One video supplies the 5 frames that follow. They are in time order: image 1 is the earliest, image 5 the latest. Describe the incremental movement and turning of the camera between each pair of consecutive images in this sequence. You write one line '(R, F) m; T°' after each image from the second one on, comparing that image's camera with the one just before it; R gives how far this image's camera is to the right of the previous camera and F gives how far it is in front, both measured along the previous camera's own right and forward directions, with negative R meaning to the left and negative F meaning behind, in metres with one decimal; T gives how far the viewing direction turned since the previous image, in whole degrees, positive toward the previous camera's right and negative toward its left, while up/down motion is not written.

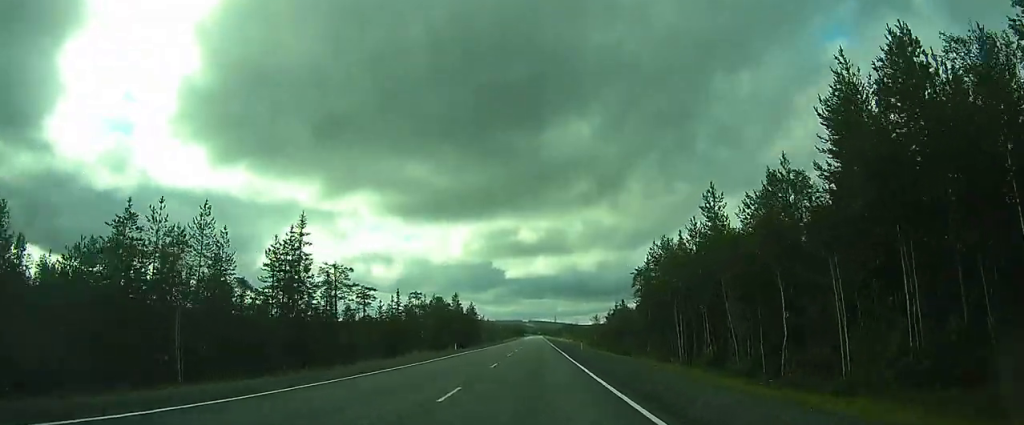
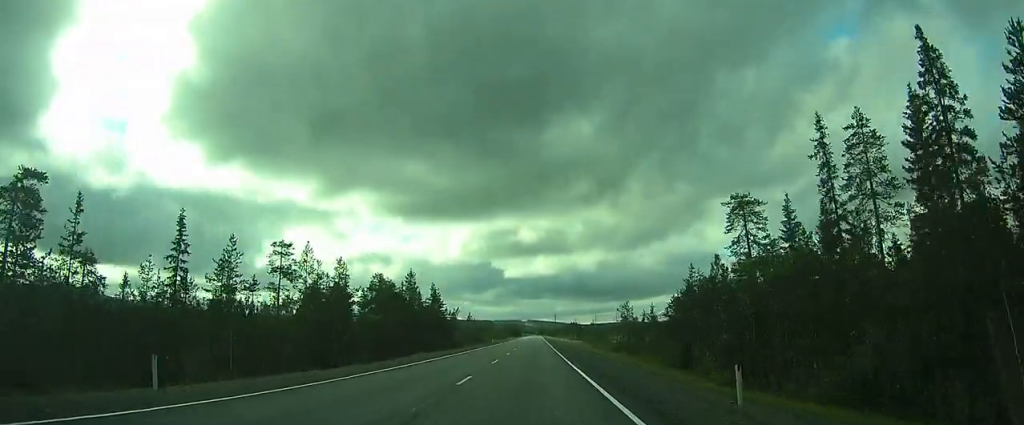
(0.0, +45.8) m; -1°
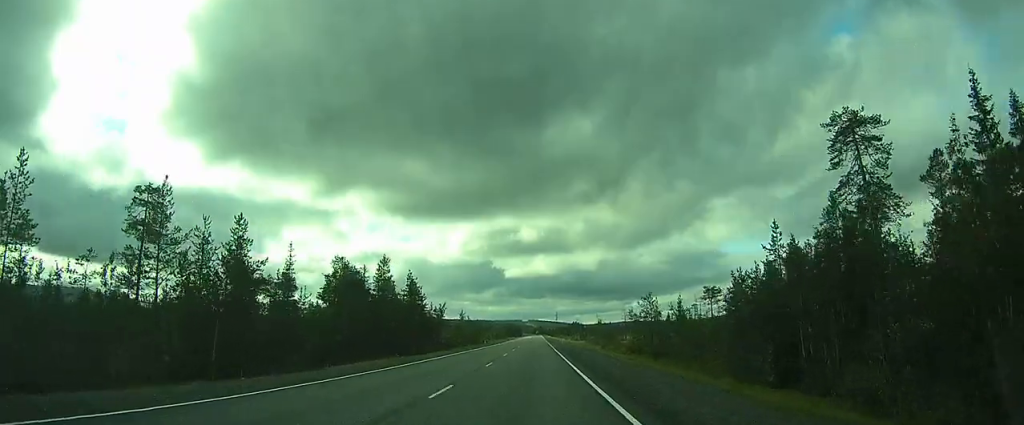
(-0.1, +15.9) m; -1°
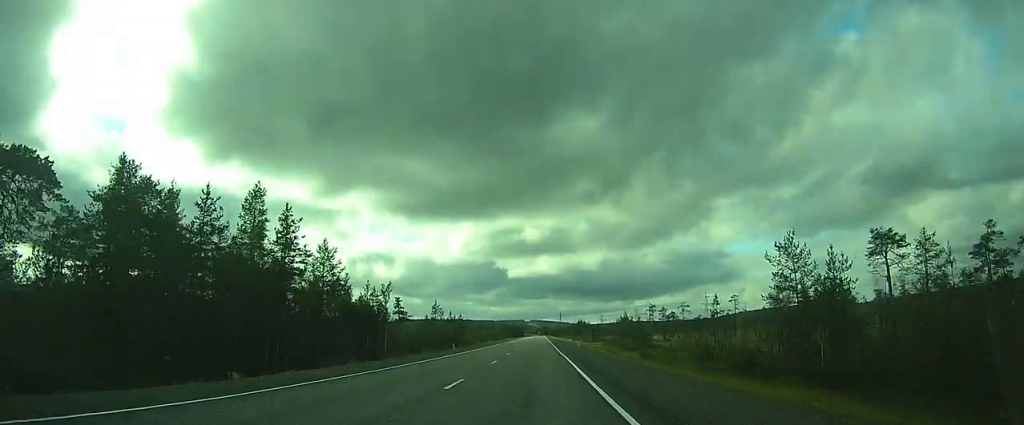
(-0.3, +34.9) m; 0°
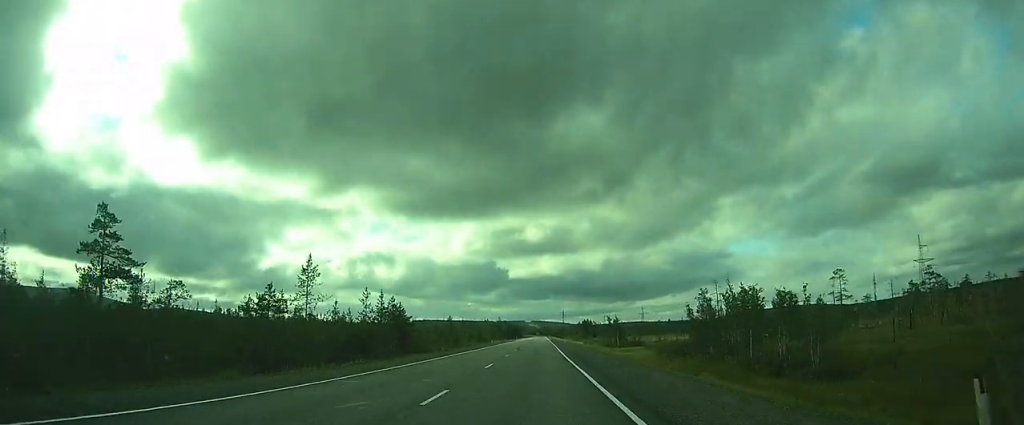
(+0.8, +51.8) m; +1°
